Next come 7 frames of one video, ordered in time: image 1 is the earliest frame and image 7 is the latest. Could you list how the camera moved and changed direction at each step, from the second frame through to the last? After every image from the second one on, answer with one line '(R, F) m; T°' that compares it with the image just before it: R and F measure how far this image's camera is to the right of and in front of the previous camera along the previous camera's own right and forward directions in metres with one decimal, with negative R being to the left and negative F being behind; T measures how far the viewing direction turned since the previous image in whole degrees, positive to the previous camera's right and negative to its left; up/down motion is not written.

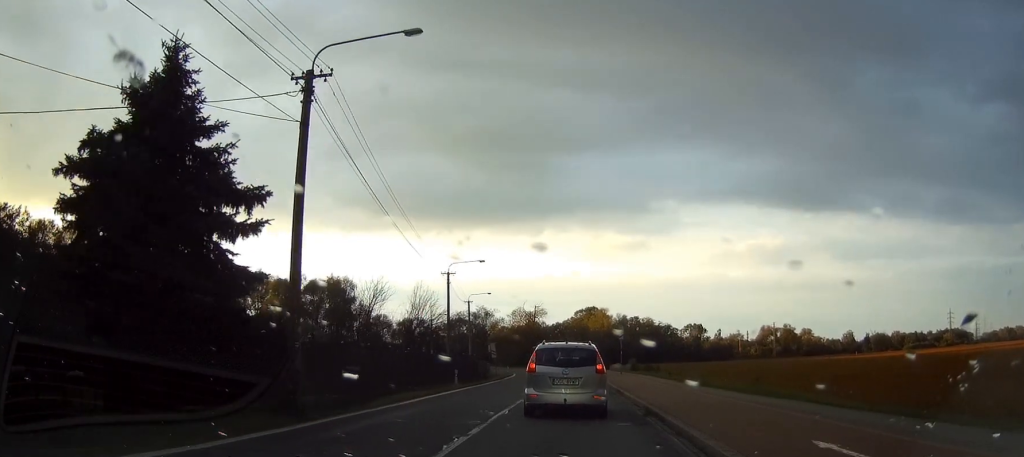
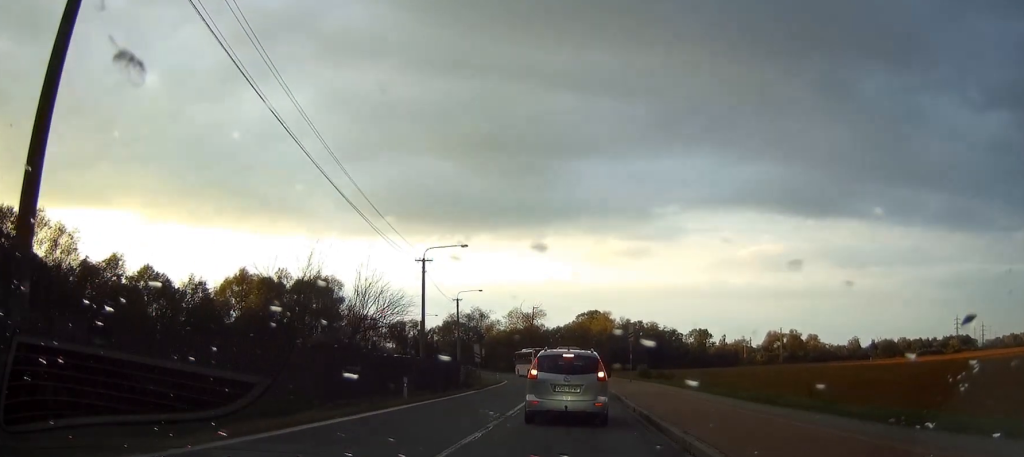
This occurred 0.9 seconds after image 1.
(-0.1, +9.9) m; -1°
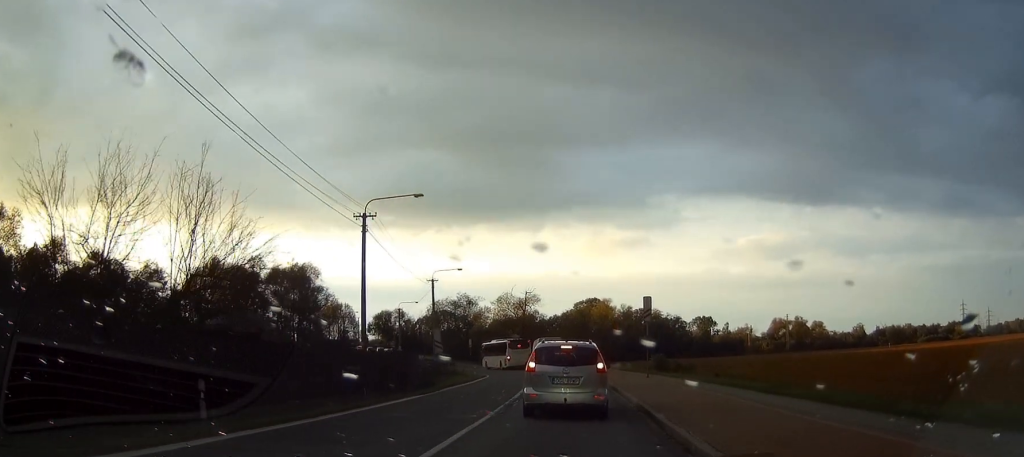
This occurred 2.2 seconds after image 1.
(-0.1, +13.3) m; 0°
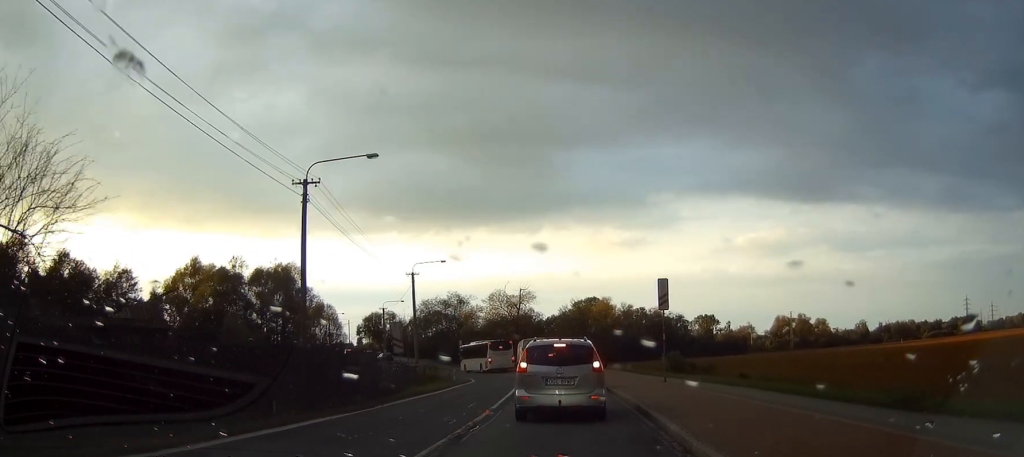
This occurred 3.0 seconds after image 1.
(0.0, +7.4) m; 0°
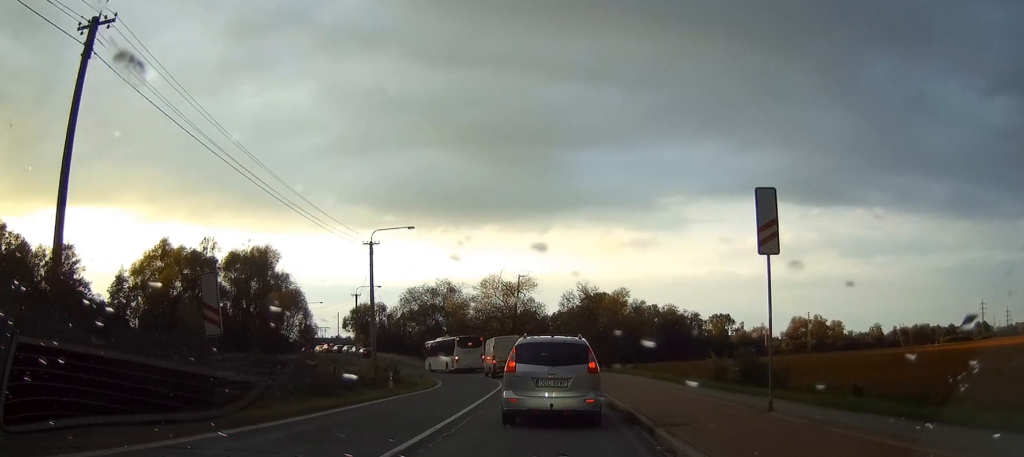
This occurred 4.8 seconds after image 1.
(+0.1, +16.2) m; 0°
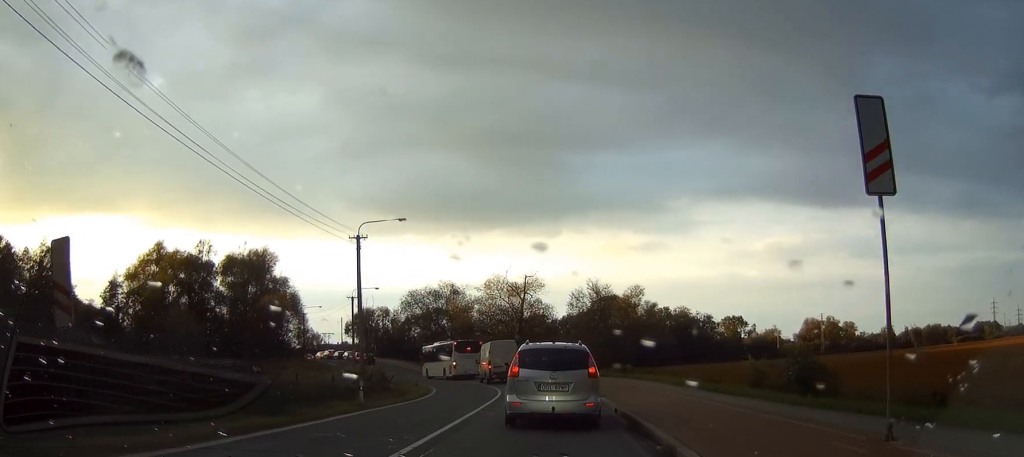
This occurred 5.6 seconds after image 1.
(0.0, +5.8) m; -1°
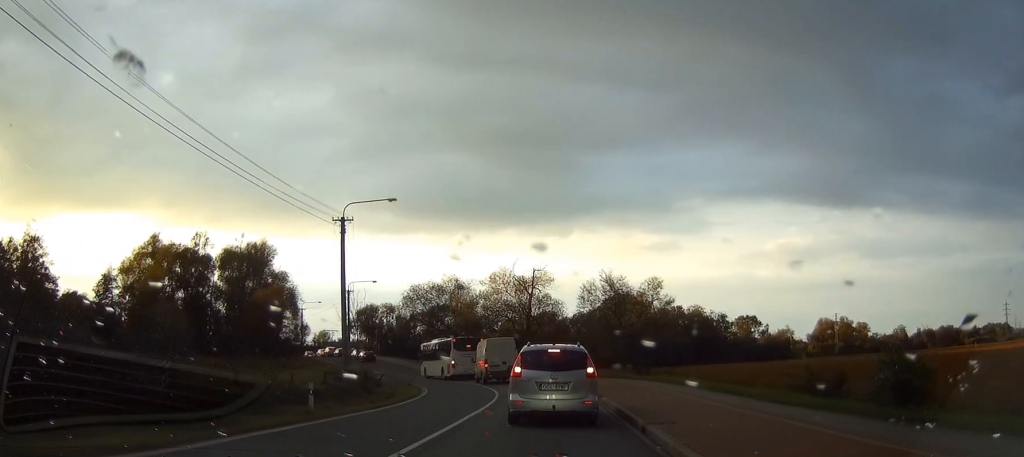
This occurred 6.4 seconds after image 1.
(-0.1, +5.8) m; -1°
